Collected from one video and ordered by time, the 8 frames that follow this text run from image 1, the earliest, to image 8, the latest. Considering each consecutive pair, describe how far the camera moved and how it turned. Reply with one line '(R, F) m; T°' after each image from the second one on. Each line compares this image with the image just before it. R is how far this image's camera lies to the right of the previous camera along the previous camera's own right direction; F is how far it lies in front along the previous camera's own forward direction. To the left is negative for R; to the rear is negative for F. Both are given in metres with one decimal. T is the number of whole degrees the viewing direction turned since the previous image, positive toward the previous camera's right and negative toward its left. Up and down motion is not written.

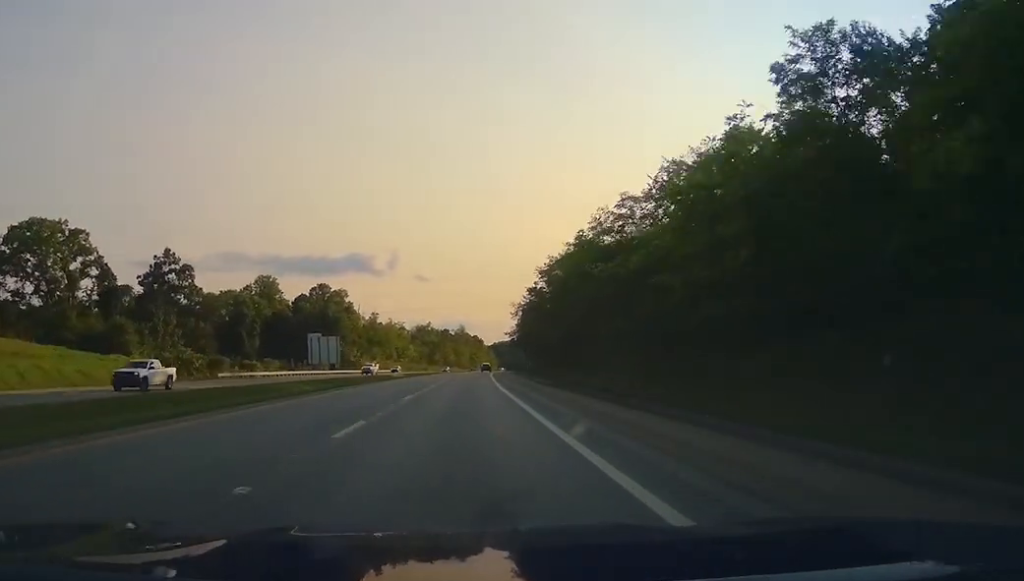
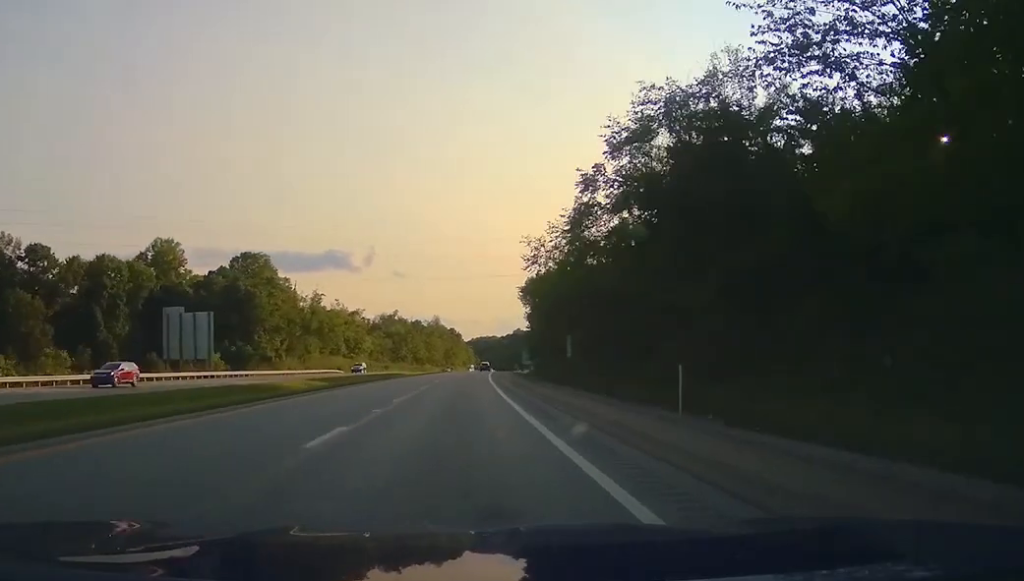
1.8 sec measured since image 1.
(+1.2, +61.9) m; +1°
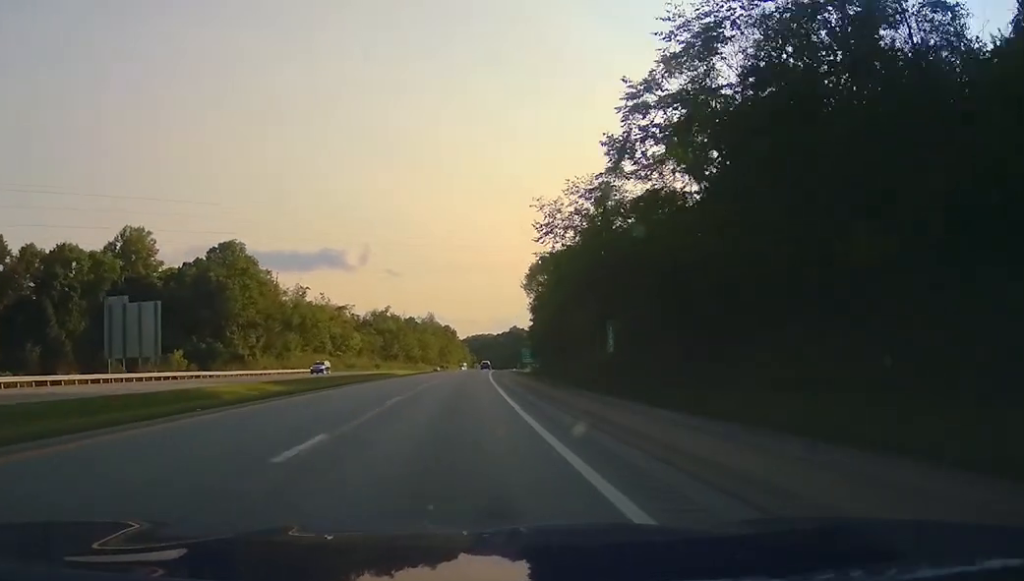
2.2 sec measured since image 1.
(0.0, +13.5) m; 0°
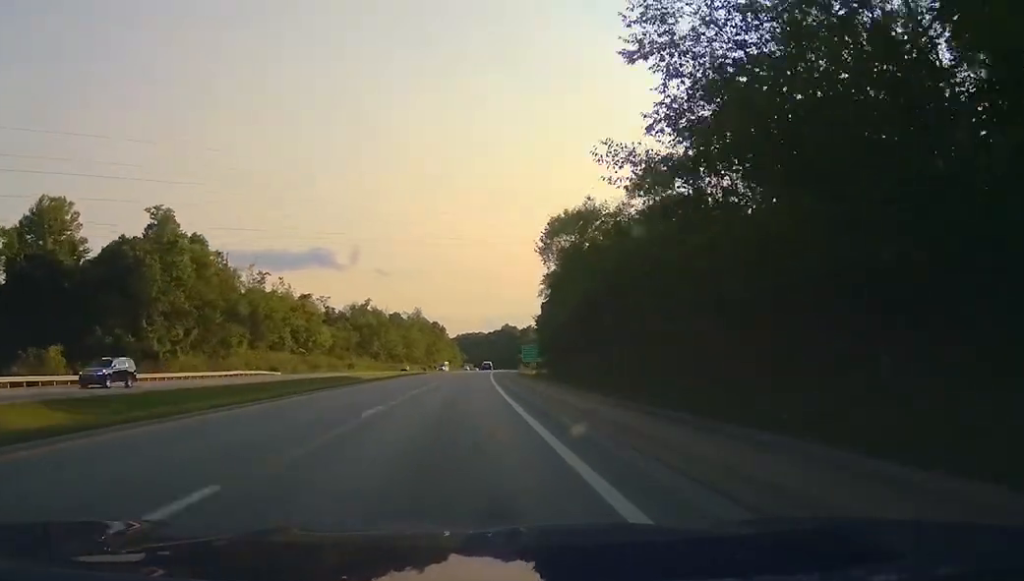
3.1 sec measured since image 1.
(+0.1, +29.3) m; +1°
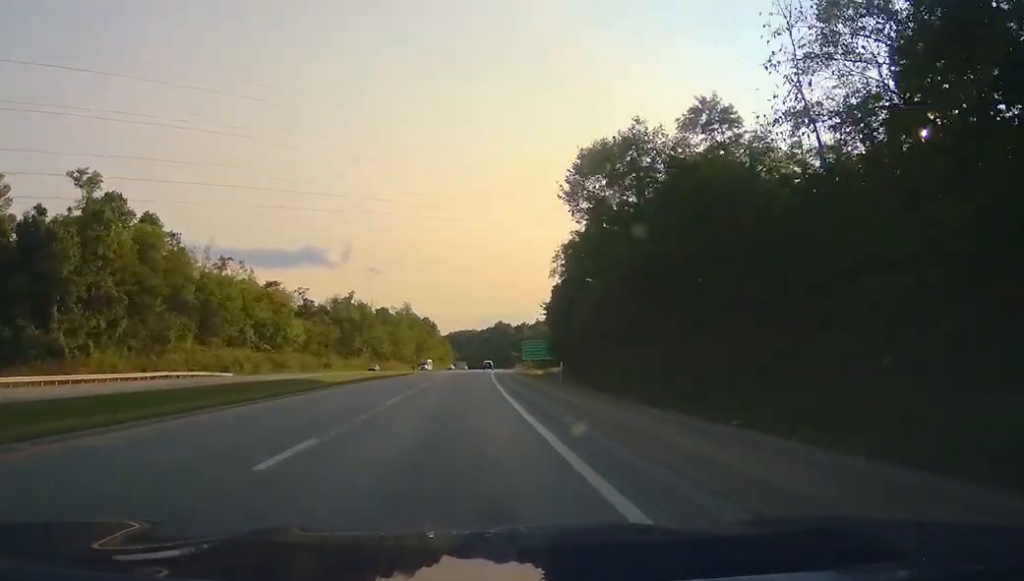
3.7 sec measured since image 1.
(+0.2, +20.4) m; 0°
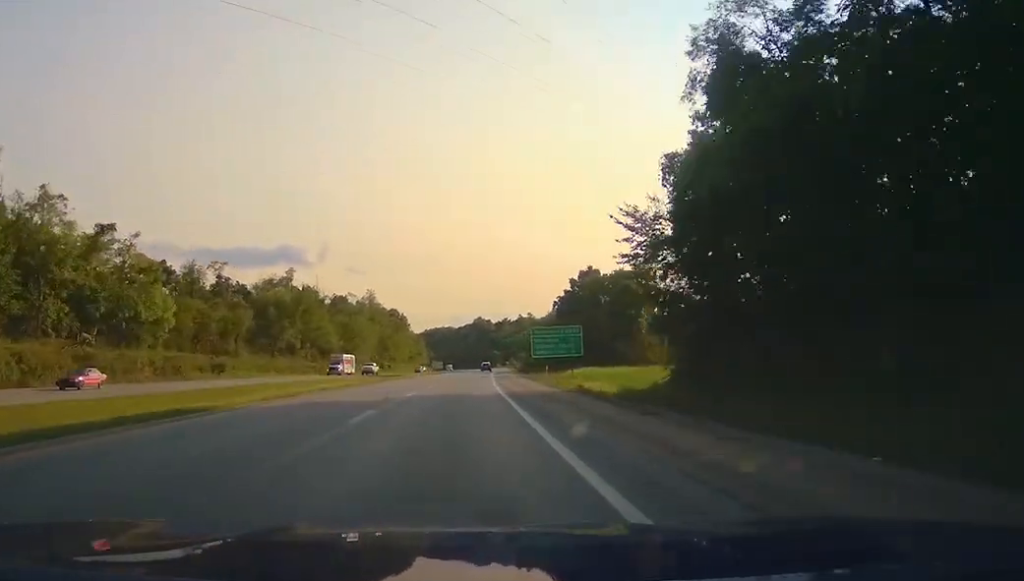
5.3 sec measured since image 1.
(+0.4, +54.8) m; +2°
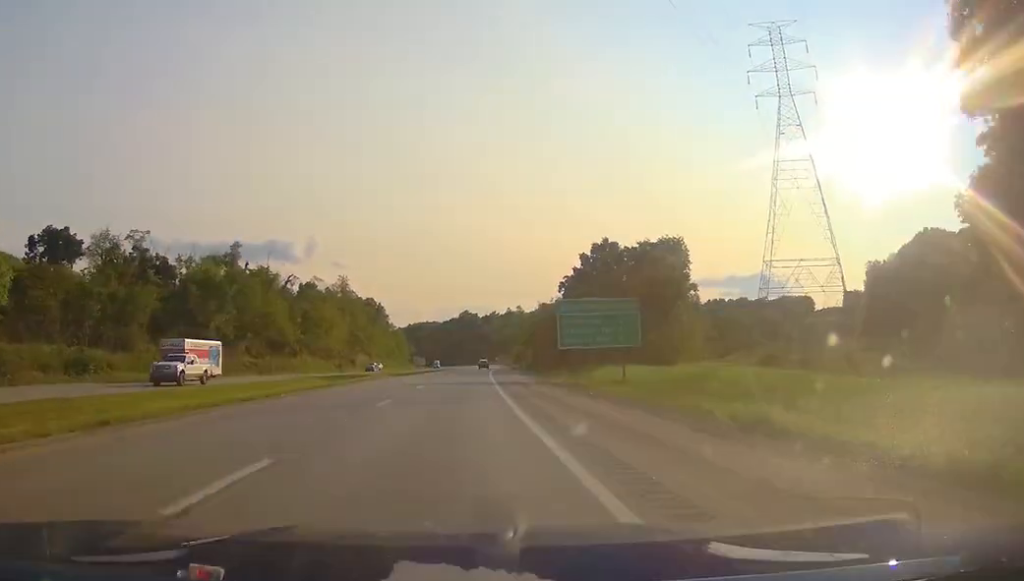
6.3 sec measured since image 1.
(+0.5, +33.1) m; +2°
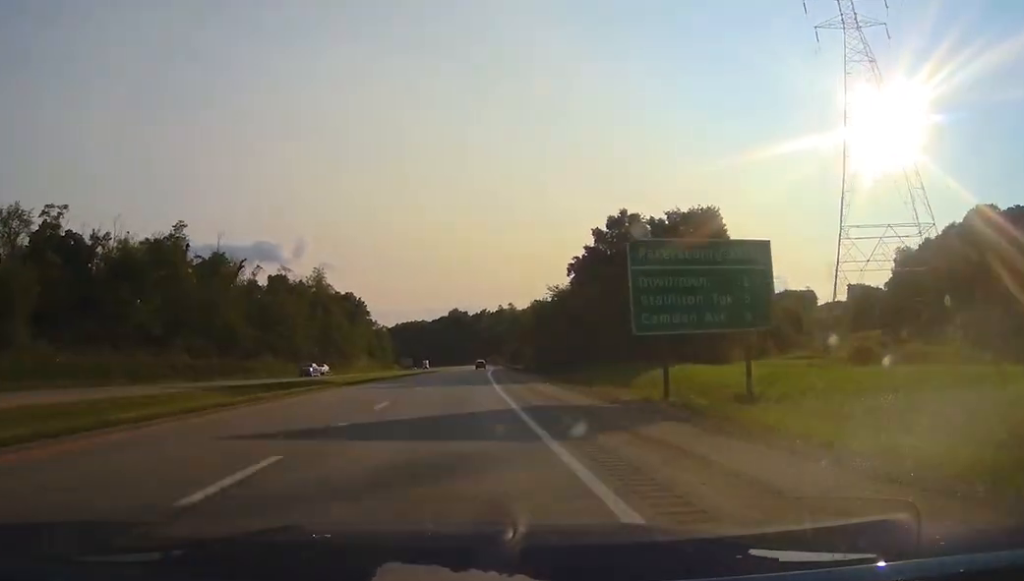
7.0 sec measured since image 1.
(+0.3, +24.0) m; +1°
